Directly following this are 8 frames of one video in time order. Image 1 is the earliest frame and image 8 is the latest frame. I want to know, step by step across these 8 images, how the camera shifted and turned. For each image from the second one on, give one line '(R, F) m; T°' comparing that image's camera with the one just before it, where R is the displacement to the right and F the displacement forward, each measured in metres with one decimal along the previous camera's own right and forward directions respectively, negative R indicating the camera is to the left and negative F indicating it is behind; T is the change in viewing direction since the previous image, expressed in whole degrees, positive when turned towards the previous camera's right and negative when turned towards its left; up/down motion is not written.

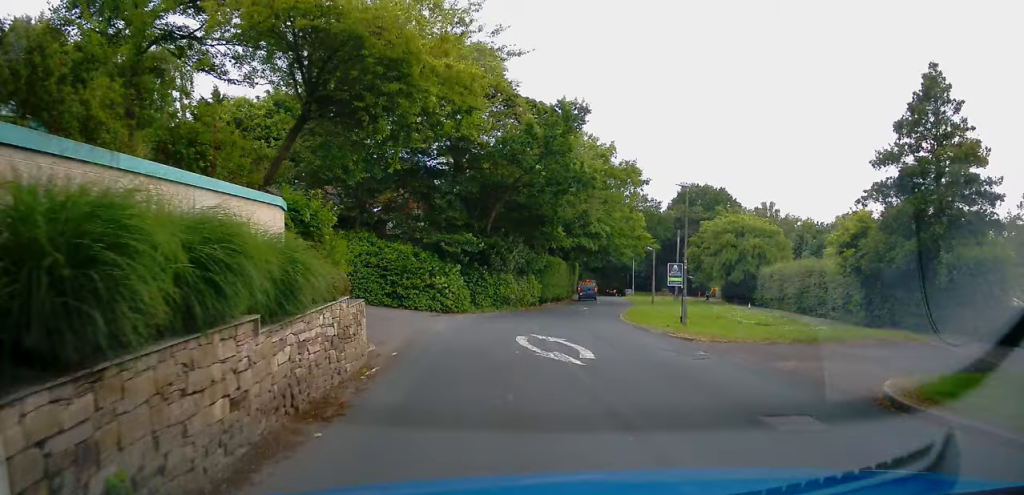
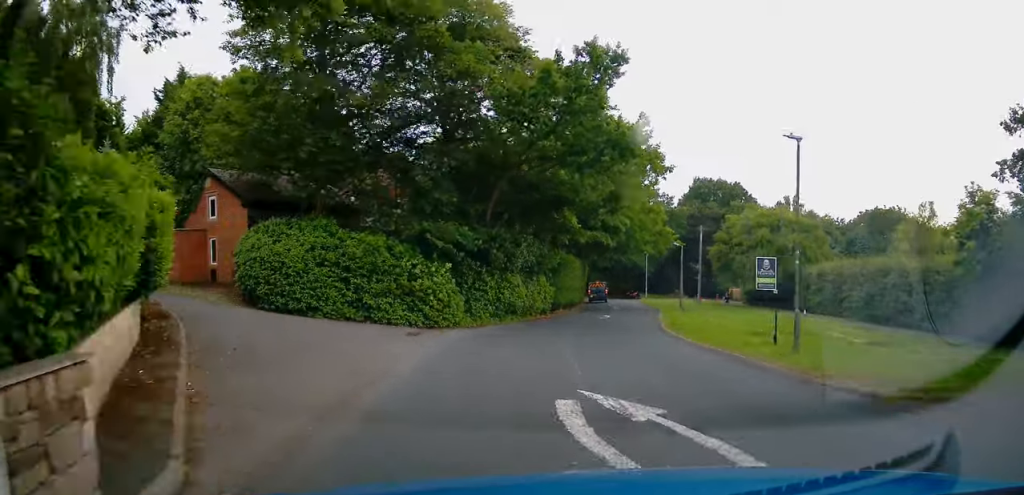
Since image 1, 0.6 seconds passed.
(0.0, +7.9) m; +1°
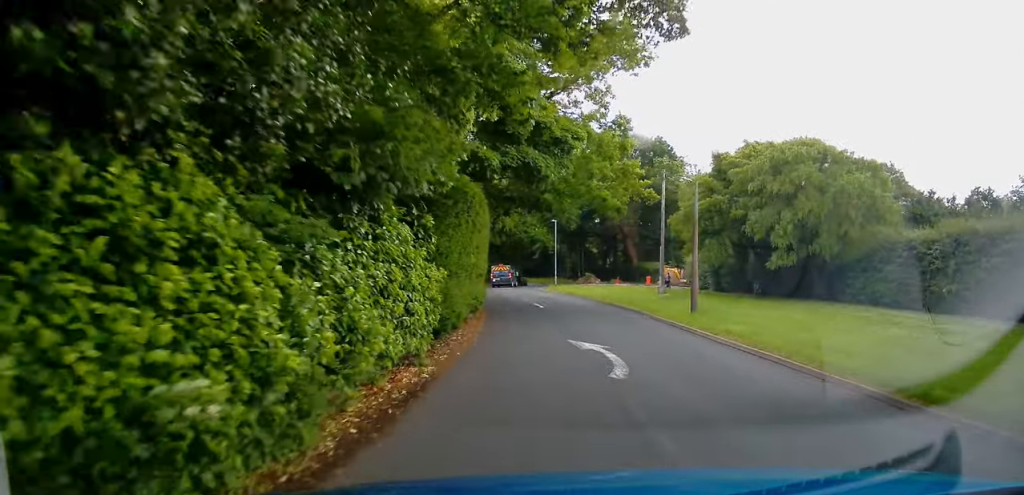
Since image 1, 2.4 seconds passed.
(+1.8, +23.5) m; +10°
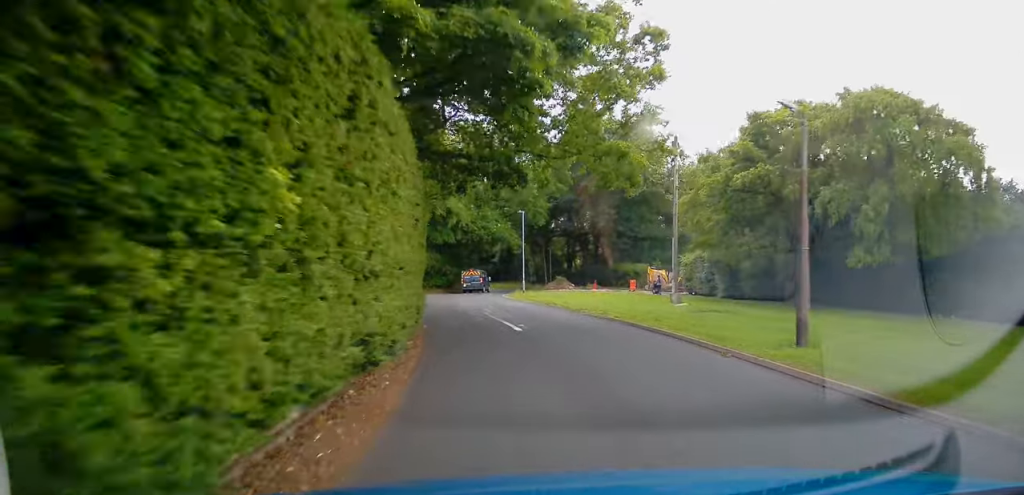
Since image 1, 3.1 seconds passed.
(+0.3, +10.3) m; +3°
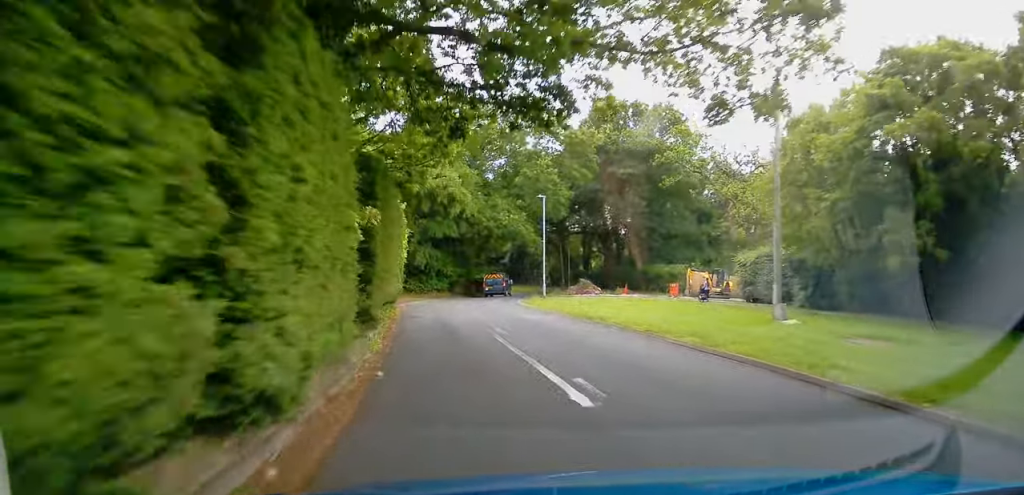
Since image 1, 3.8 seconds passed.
(+0.3, +9.4) m; +1°
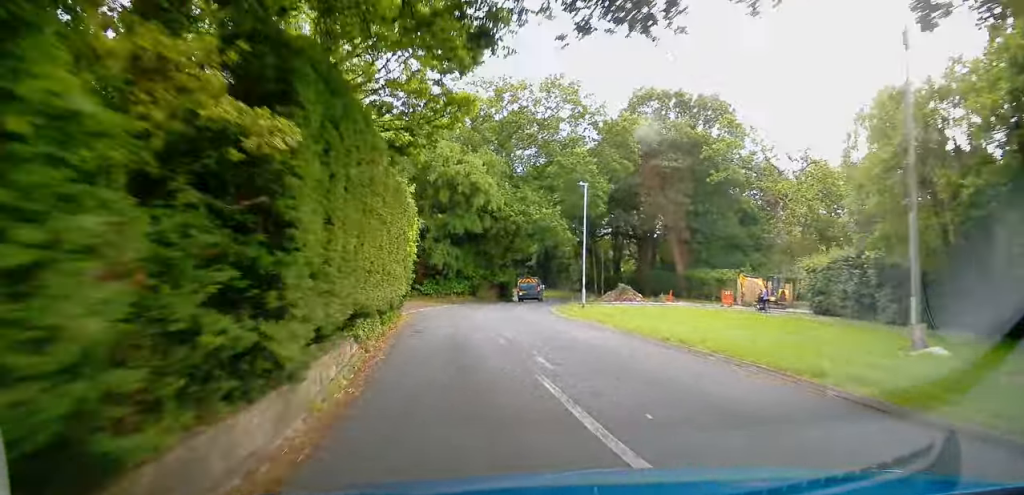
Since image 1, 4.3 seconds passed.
(+0.3, +5.6) m; 0°
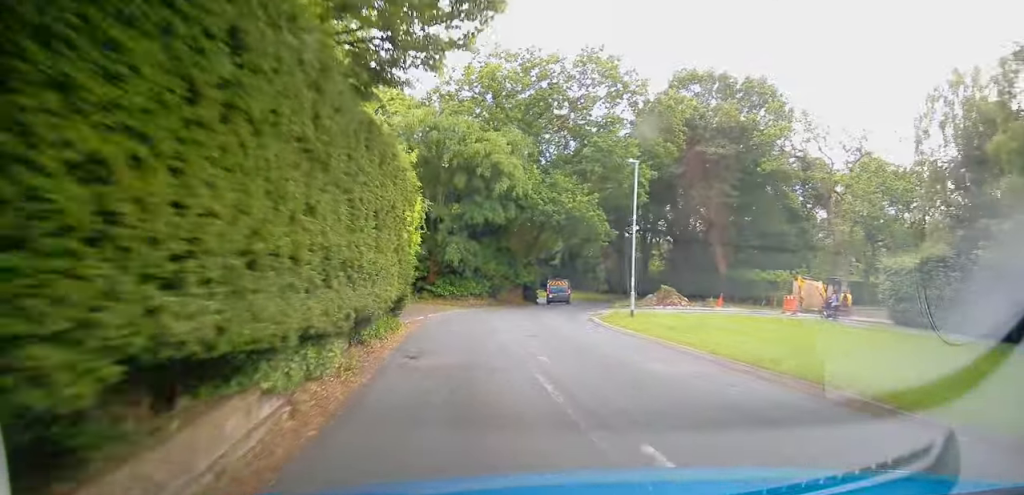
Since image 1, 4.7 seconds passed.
(0.0, +5.8) m; 0°
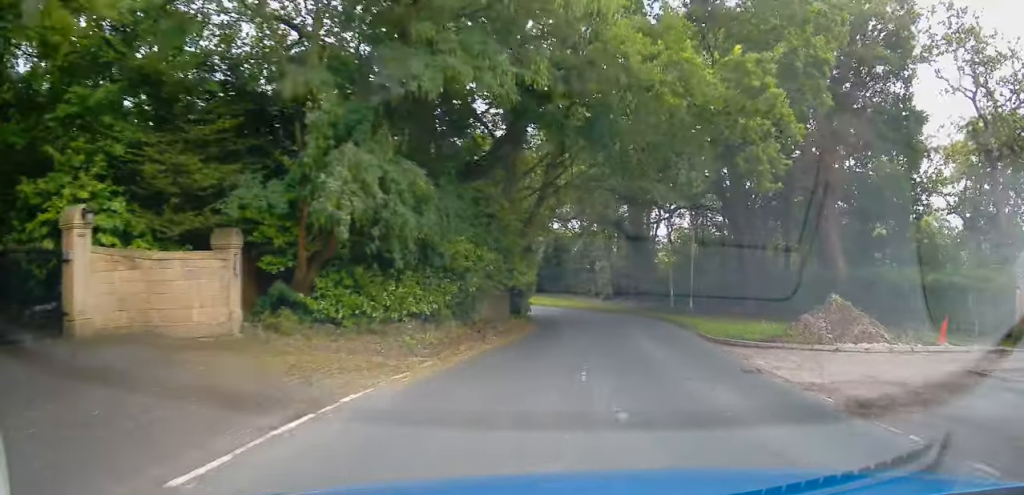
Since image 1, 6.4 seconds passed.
(-0.4, +22.5) m; +1°
